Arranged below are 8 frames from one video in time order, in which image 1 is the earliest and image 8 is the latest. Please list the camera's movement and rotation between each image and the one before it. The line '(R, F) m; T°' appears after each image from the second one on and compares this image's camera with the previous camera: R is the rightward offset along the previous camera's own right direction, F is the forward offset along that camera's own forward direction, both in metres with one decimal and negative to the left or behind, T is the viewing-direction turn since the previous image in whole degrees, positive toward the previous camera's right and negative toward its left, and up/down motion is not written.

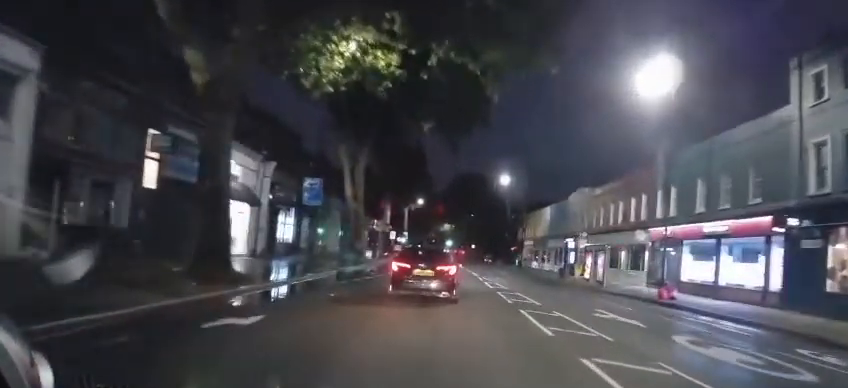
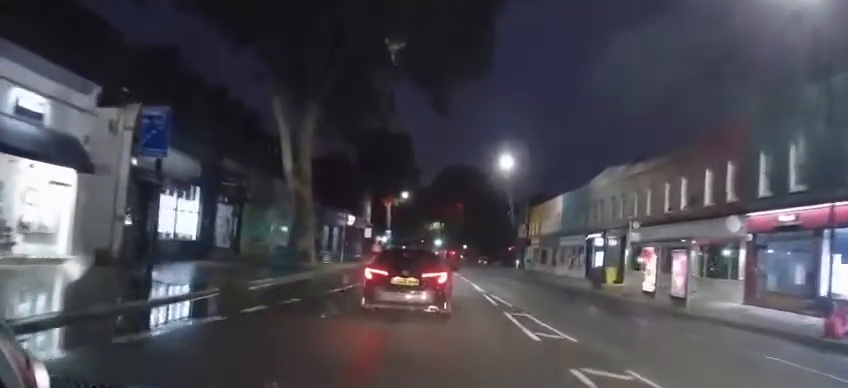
(0.0, +12.5) m; +1°
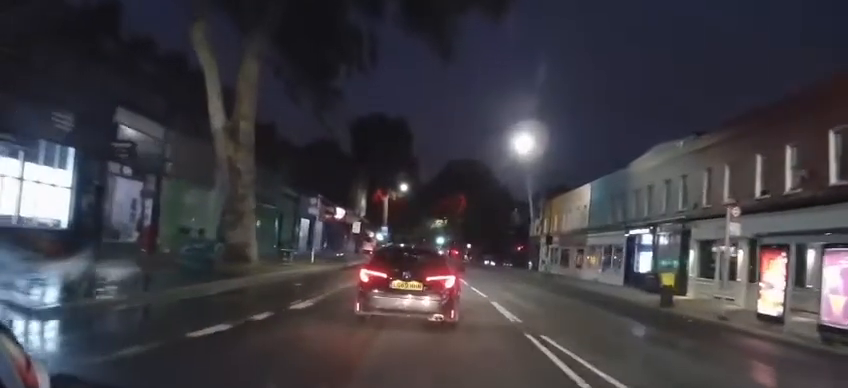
(0.0, +9.1) m; 0°
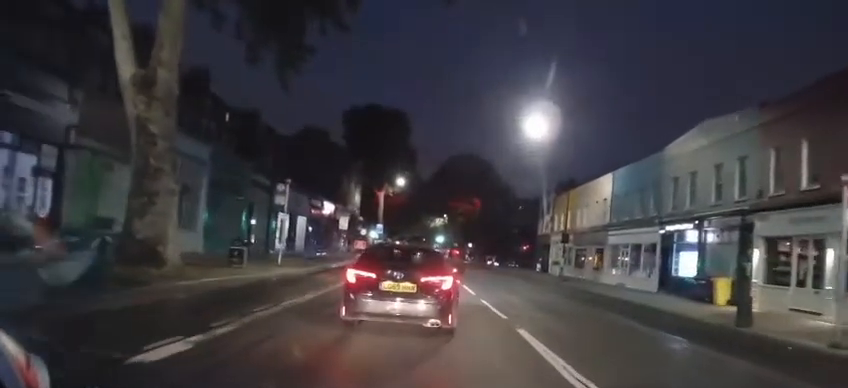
(+0.2, +5.6) m; 0°
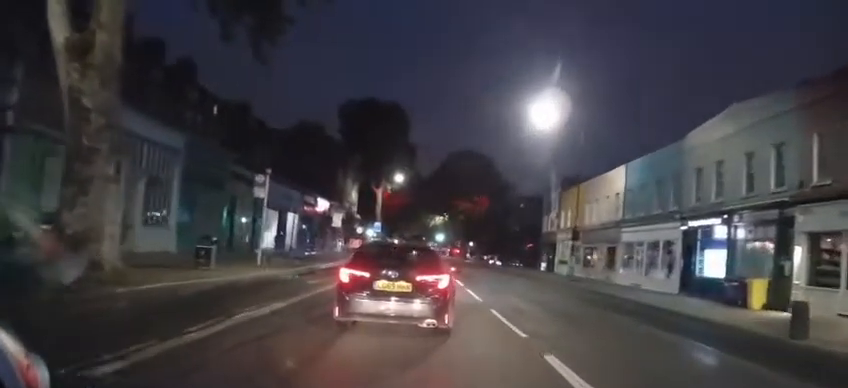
(0.0, +2.7) m; 0°
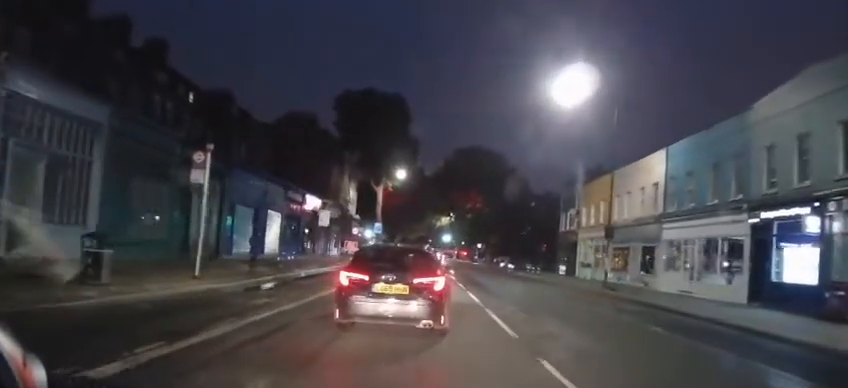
(0.0, +5.9) m; 0°
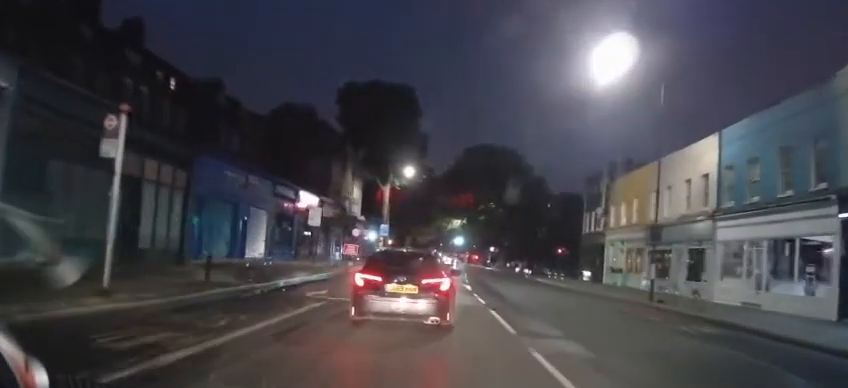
(-0.1, +4.8) m; -2°
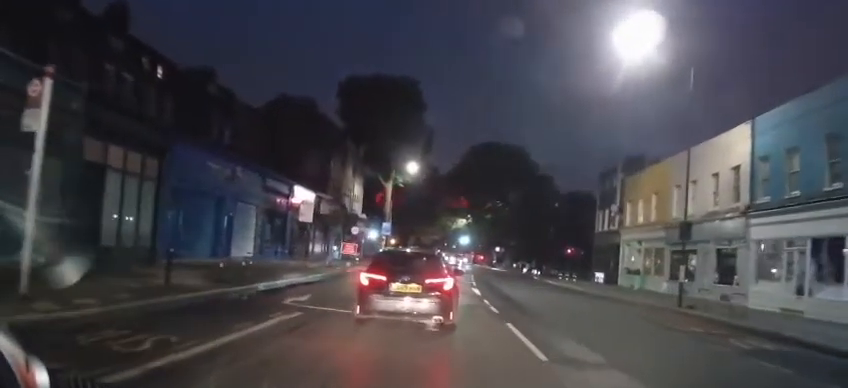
(0.0, +2.4) m; -1°
